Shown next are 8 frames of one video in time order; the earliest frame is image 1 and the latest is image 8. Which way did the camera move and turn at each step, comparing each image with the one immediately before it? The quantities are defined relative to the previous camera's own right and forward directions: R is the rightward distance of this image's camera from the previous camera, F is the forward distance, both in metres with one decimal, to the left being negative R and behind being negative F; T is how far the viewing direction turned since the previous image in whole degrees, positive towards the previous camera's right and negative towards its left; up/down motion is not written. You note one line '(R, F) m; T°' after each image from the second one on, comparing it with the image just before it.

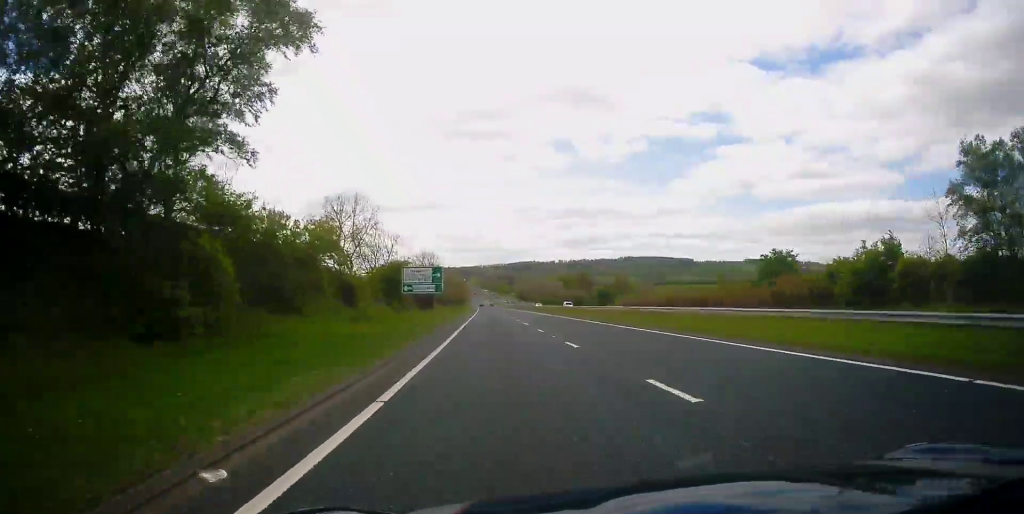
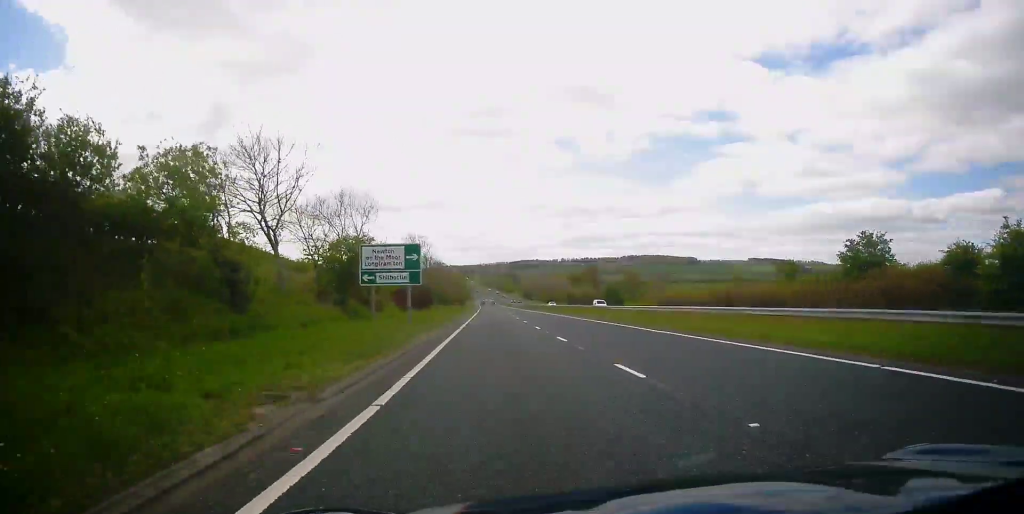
(-0.1, +15.9) m; 0°
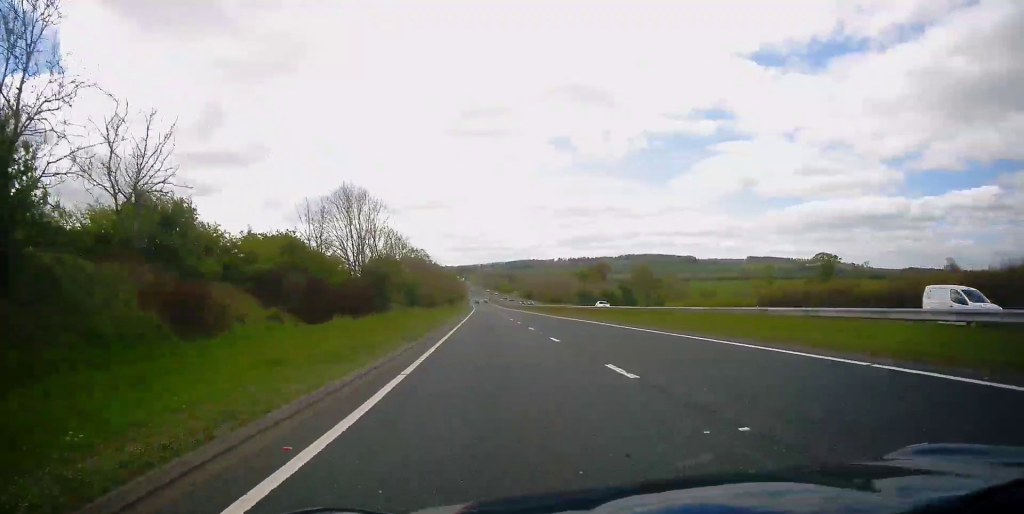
(0.0, +36.6) m; 0°
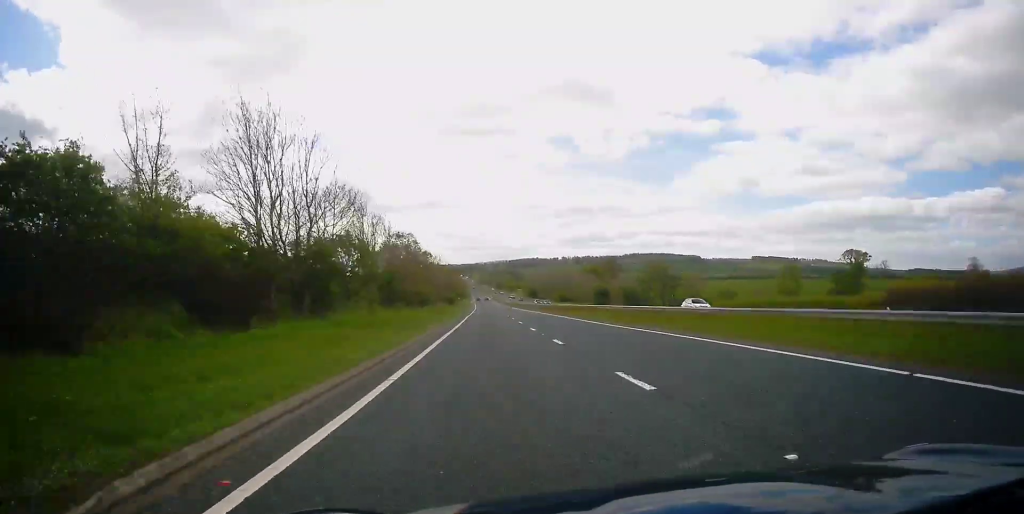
(0.0, +19.4) m; 0°
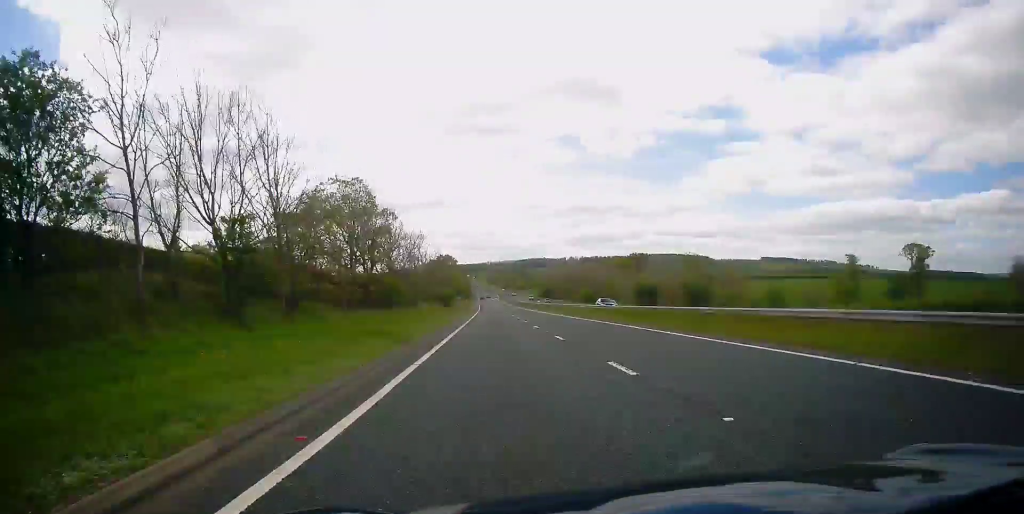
(-0.1, +35.5) m; 0°
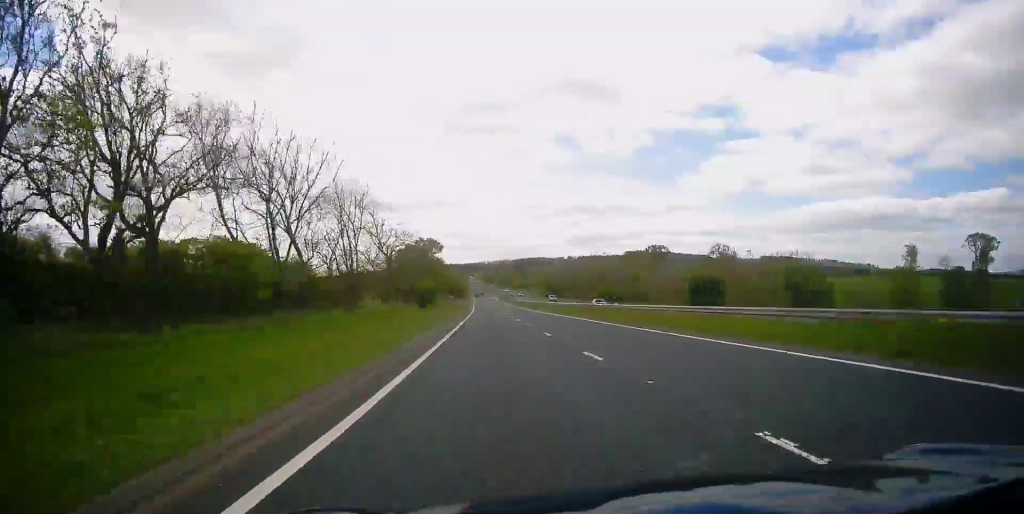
(0.0, +34.5) m; 0°
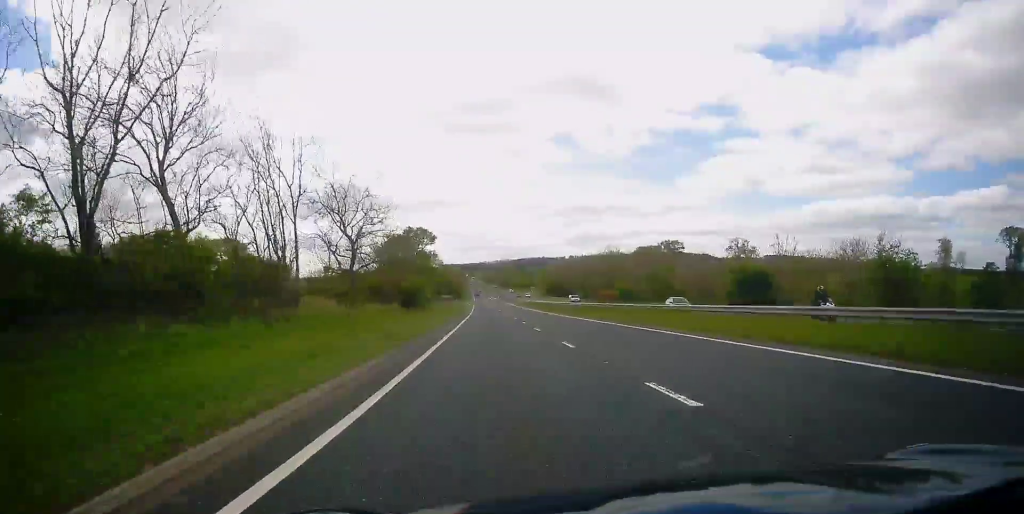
(0.0, +16.1) m; 0°
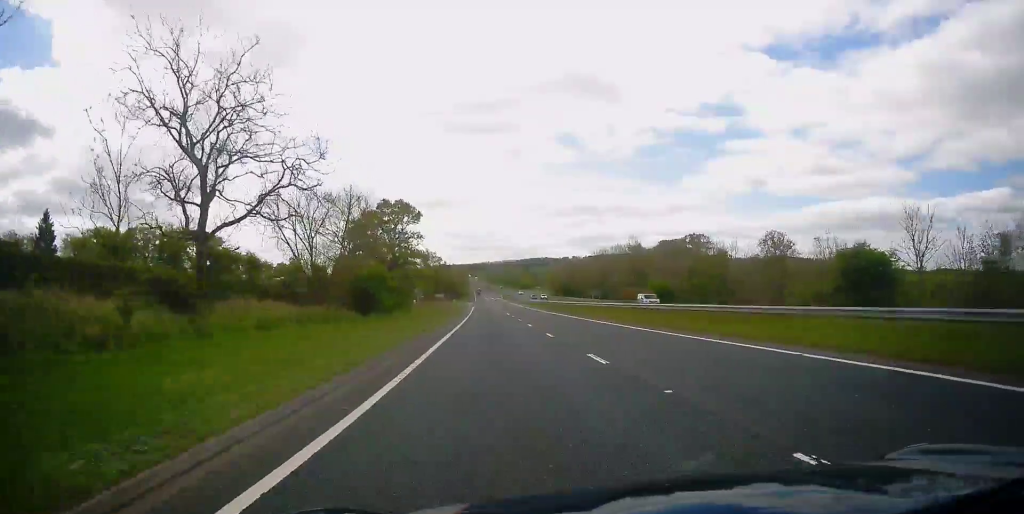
(-0.1, +23.3) m; 0°
